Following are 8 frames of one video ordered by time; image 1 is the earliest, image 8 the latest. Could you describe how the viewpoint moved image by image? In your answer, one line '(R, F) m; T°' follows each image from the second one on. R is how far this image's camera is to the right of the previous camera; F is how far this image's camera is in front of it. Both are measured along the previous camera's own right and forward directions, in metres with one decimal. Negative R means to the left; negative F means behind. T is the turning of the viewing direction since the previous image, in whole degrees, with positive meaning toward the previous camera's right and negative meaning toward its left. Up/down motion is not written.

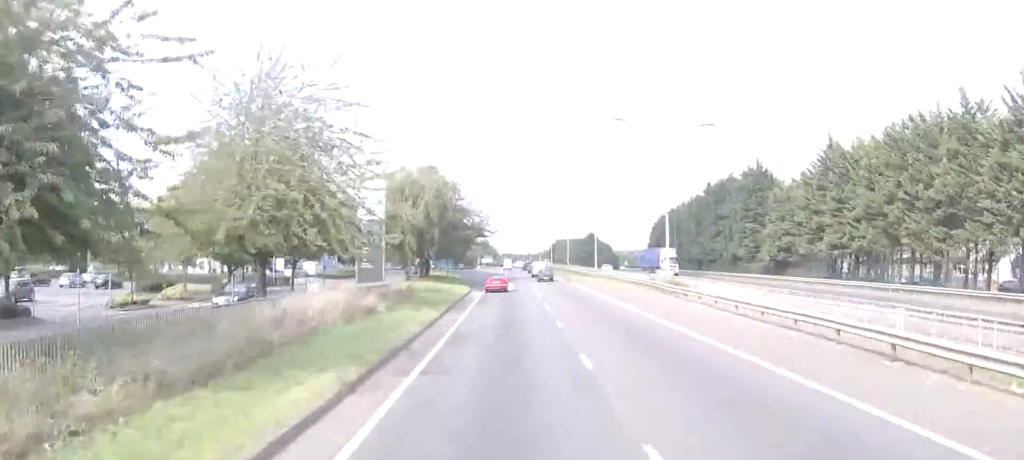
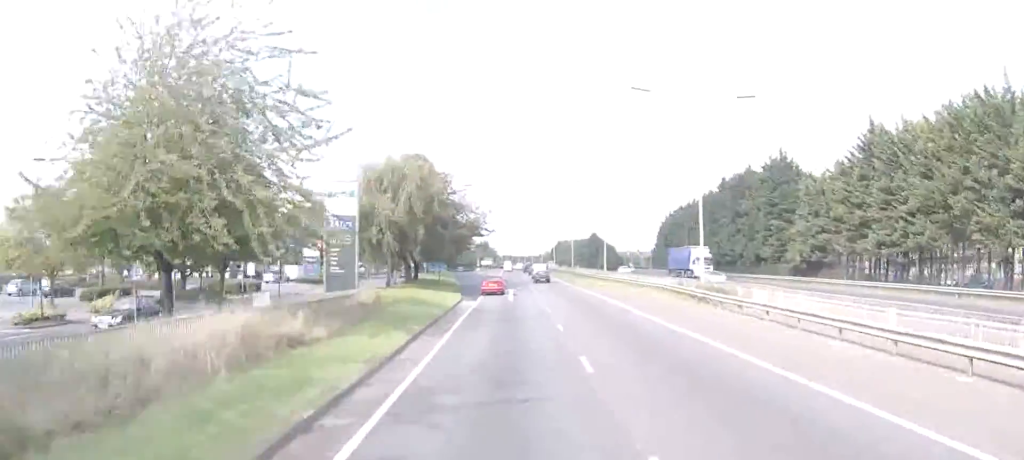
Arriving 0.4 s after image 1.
(0.0, +9.3) m; 0°
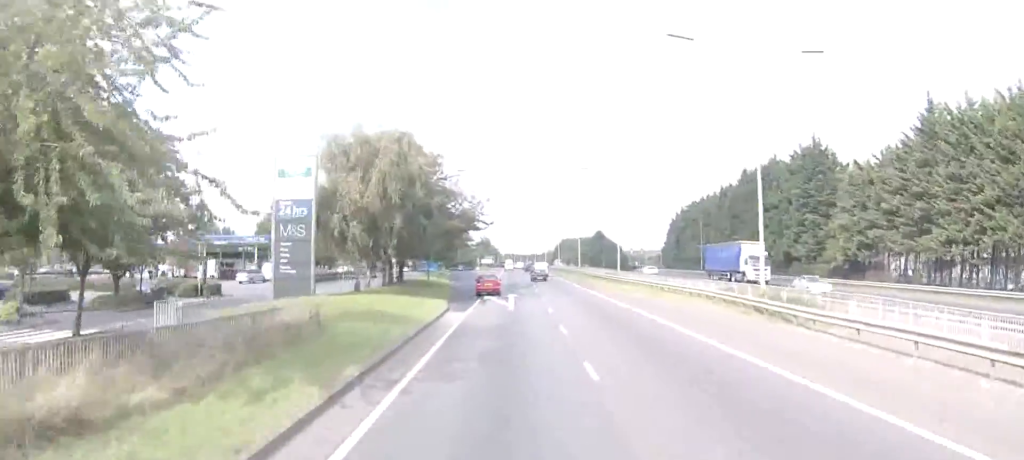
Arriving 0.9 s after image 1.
(0.0, +10.1) m; 0°
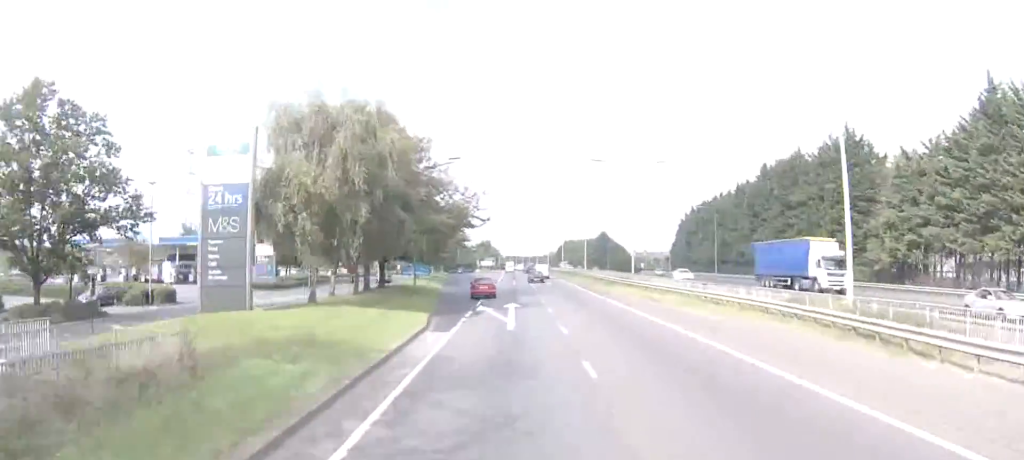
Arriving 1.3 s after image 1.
(0.0, +8.7) m; 0°
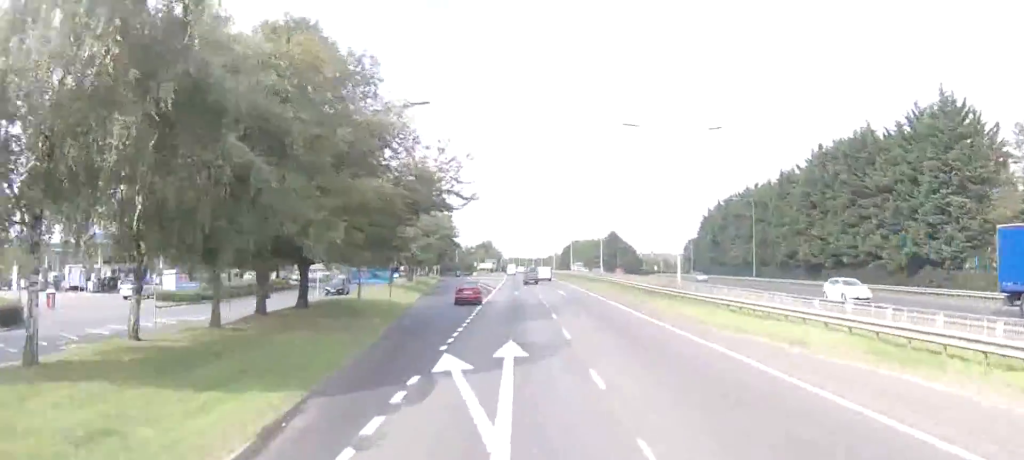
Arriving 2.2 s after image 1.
(0.0, +19.0) m; 0°
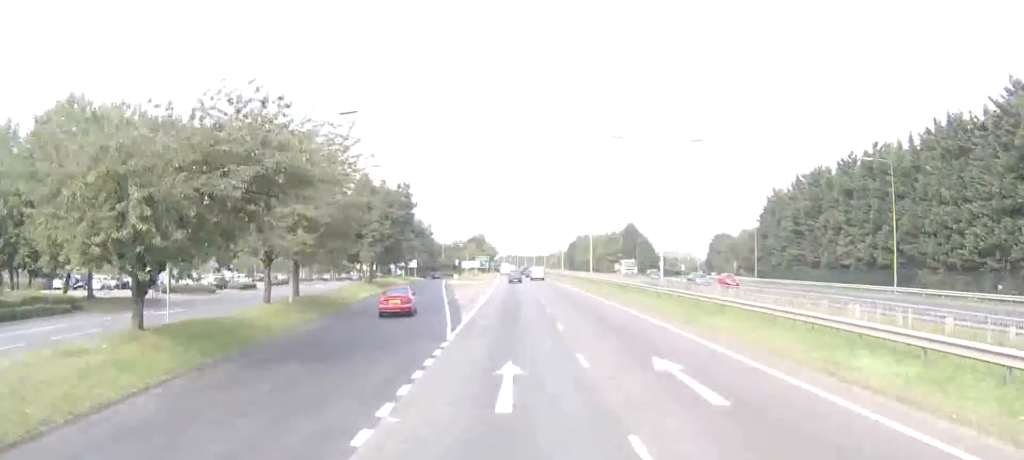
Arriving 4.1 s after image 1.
(-0.5, +42.1) m; -1°
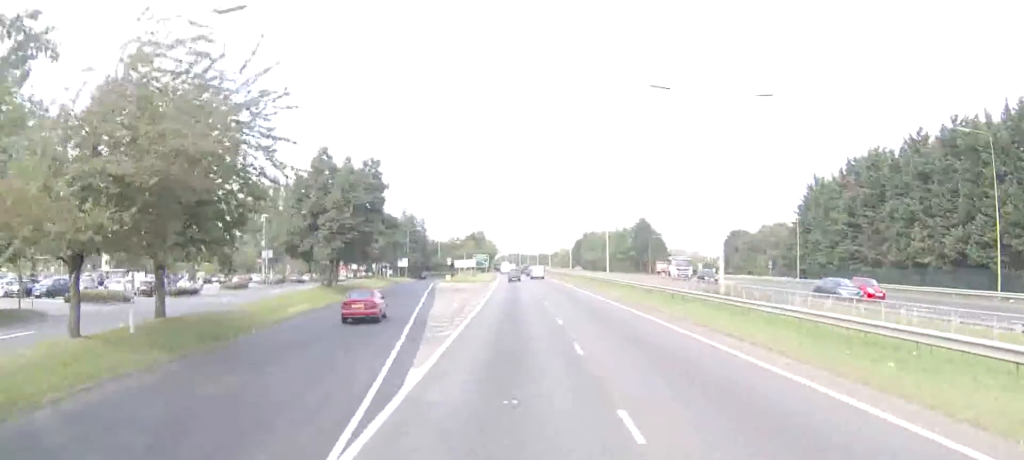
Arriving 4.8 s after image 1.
(-0.1, +16.4) m; -1°
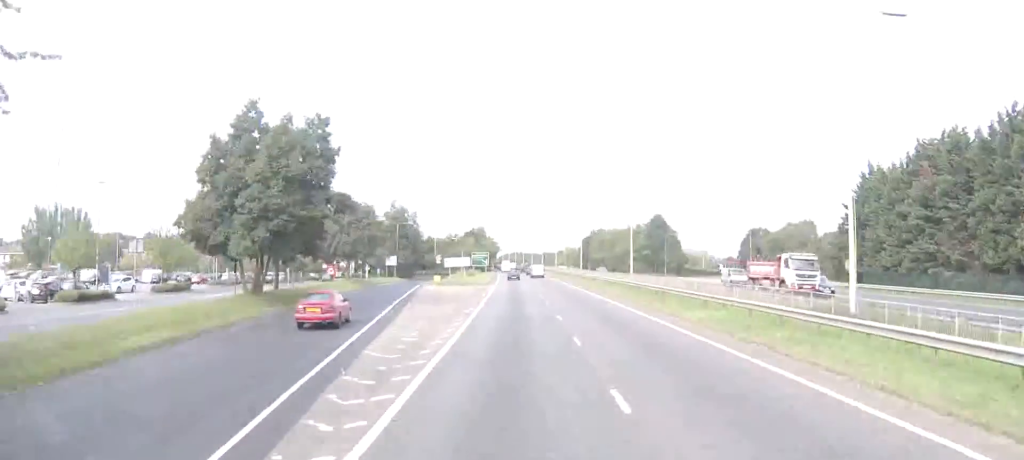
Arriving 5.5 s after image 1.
(-0.1, +16.5) m; 0°
